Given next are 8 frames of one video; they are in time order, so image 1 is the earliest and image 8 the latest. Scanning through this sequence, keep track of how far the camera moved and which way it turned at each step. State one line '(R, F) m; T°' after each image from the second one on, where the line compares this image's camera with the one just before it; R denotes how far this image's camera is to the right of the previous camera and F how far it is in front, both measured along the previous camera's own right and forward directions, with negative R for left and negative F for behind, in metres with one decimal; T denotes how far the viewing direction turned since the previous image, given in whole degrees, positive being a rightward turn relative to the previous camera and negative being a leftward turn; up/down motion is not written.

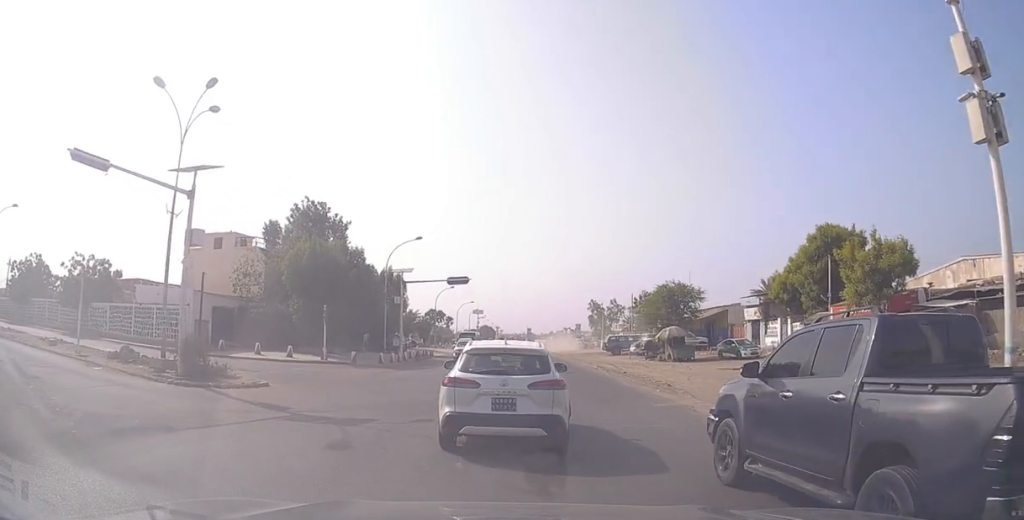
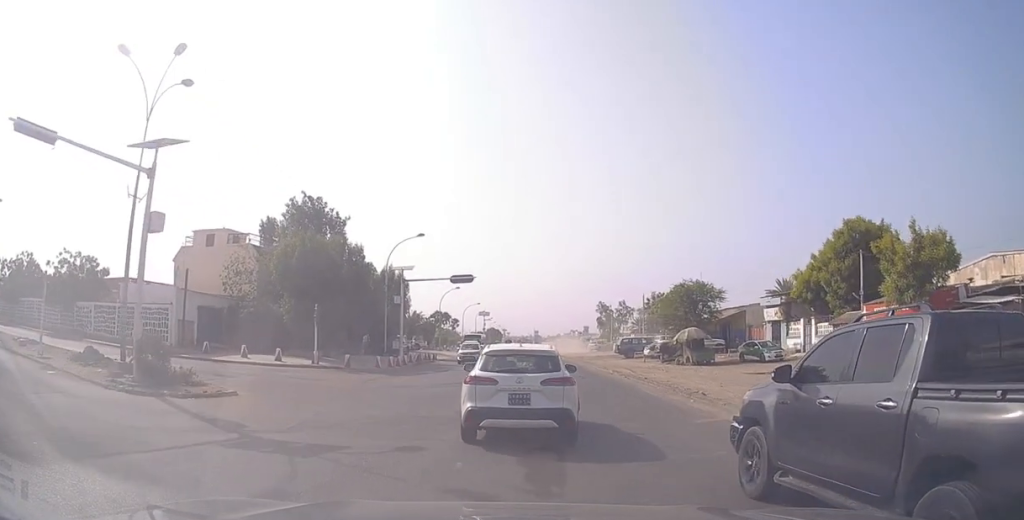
(0.0, +2.4) m; 0°
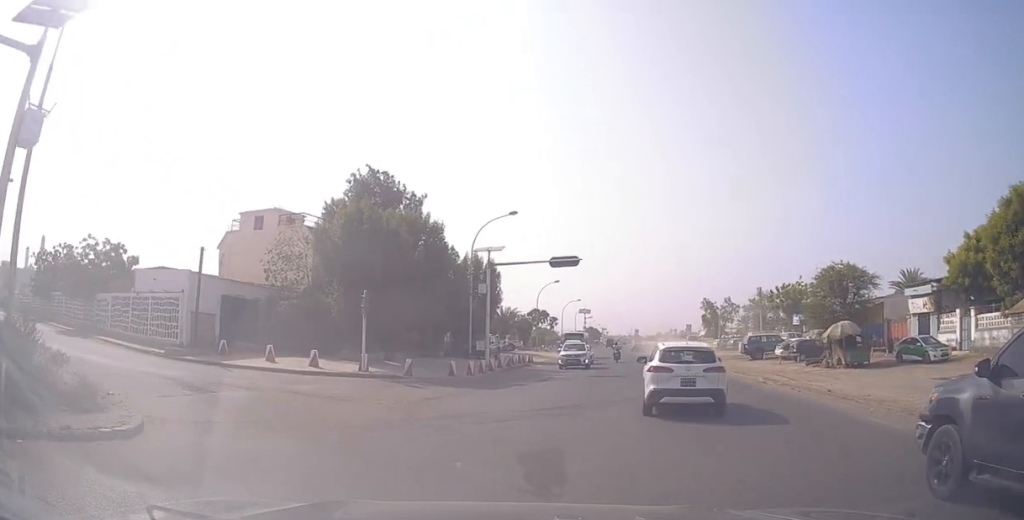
(-0.1, +7.2) m; -7°
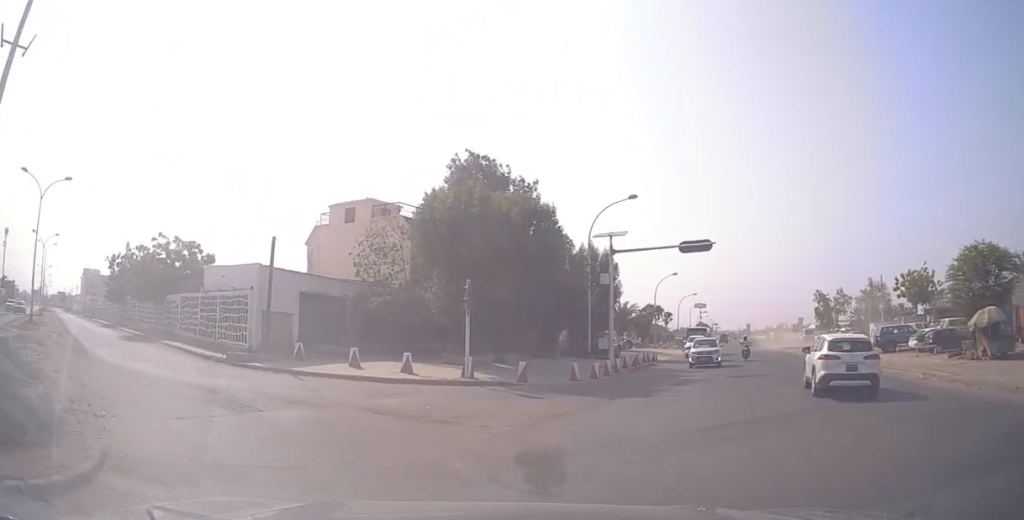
(-0.1, +3.8) m; -13°
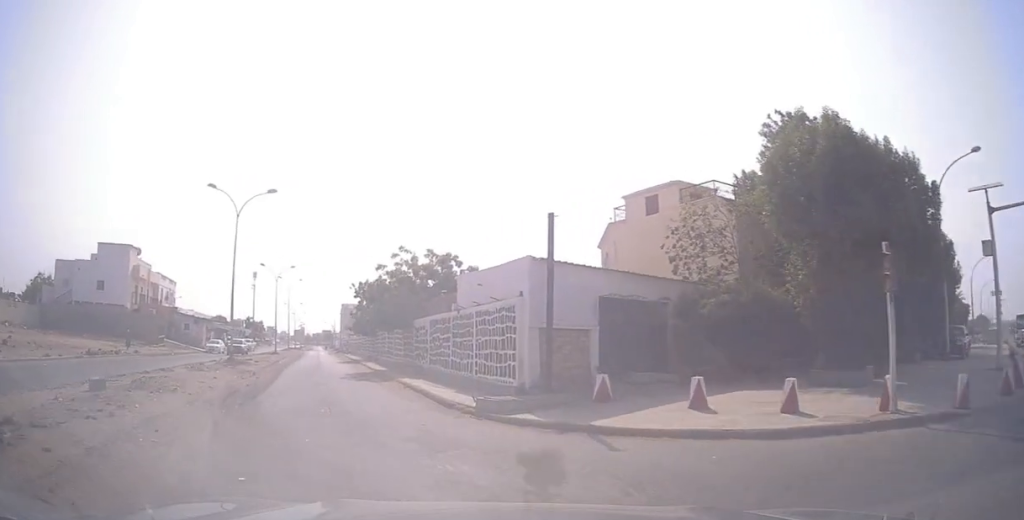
(-2.3, +8.2) m; -31°
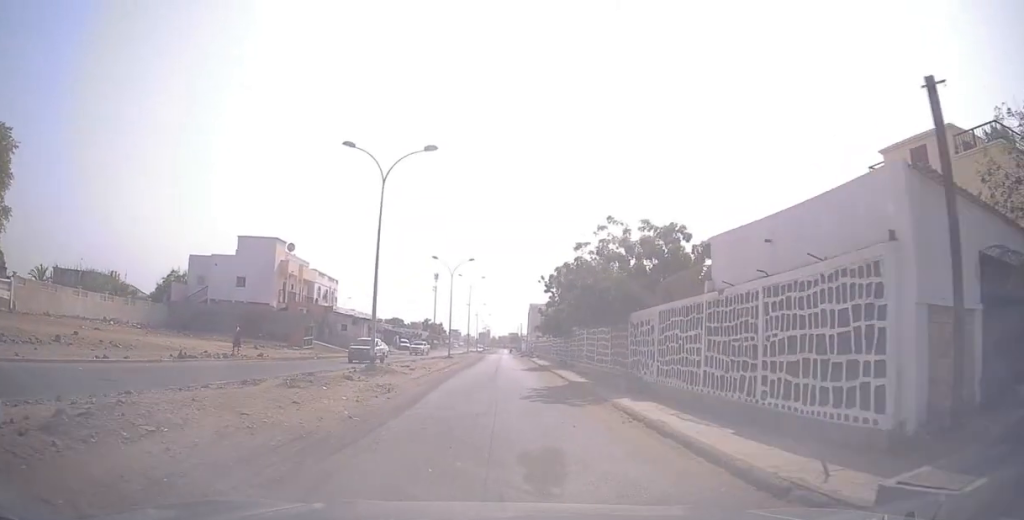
(-1.5, +10.3) m; -10°
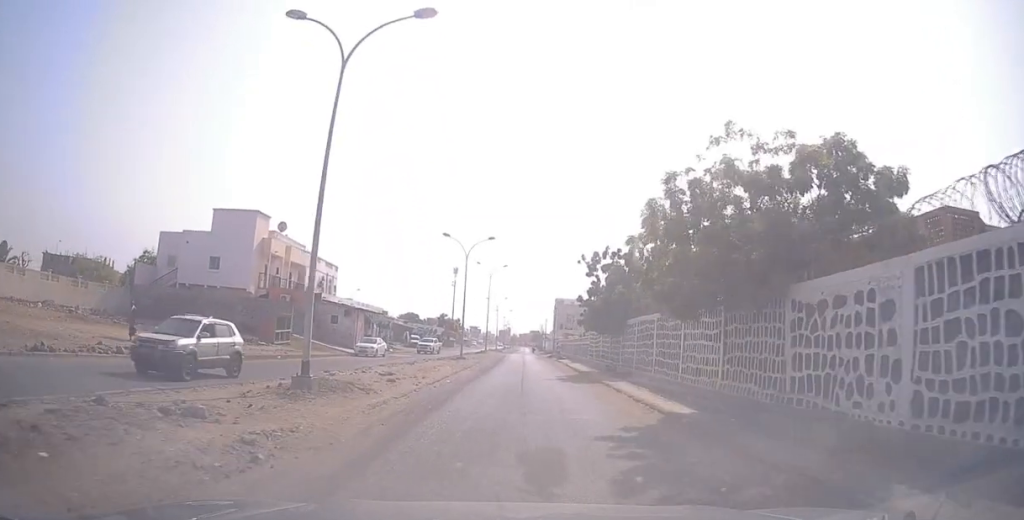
(-0.7, +12.5) m; -5°
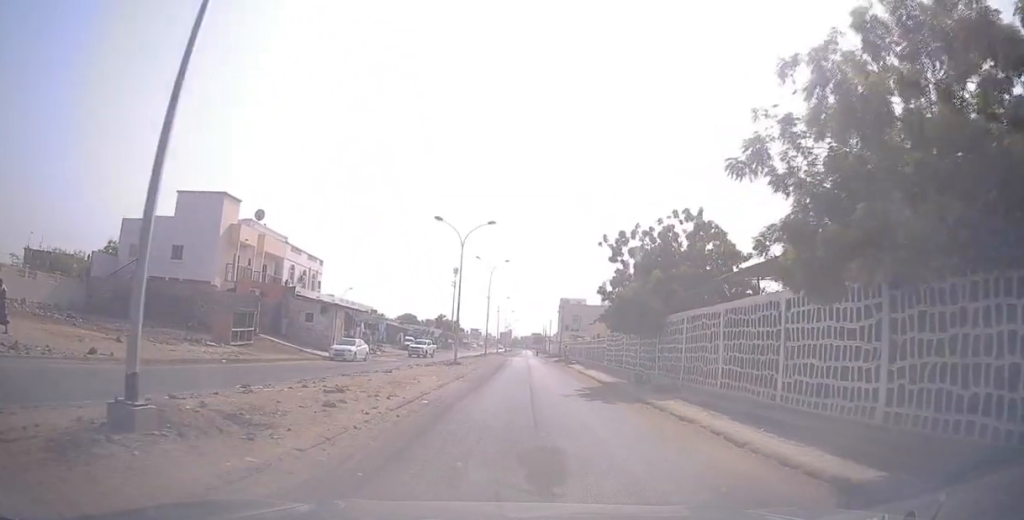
(0.0, +7.4) m; 0°
